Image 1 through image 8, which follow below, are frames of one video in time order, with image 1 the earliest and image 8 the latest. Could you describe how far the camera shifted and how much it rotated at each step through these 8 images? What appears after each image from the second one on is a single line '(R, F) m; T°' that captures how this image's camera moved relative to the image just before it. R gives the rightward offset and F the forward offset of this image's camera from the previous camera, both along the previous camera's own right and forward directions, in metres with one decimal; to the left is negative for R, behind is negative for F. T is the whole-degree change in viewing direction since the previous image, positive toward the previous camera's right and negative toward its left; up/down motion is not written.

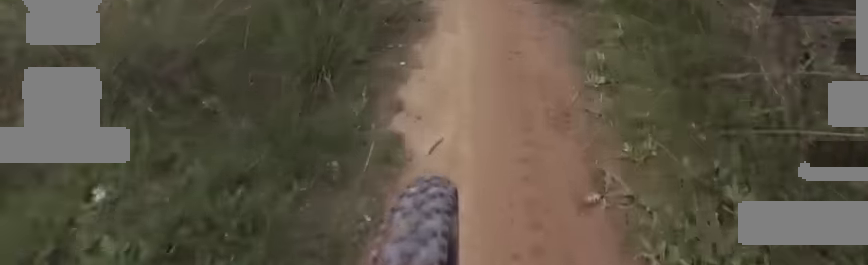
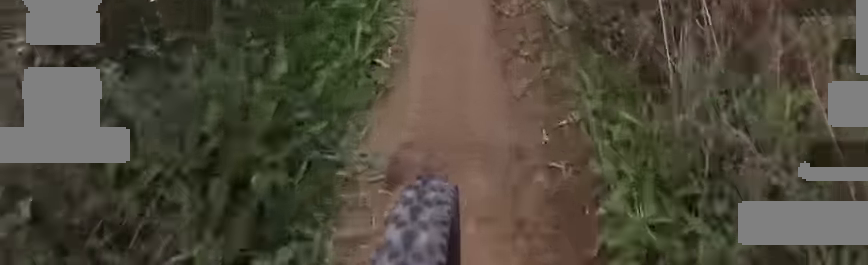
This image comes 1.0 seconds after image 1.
(0.0, +8.8) m; 0°
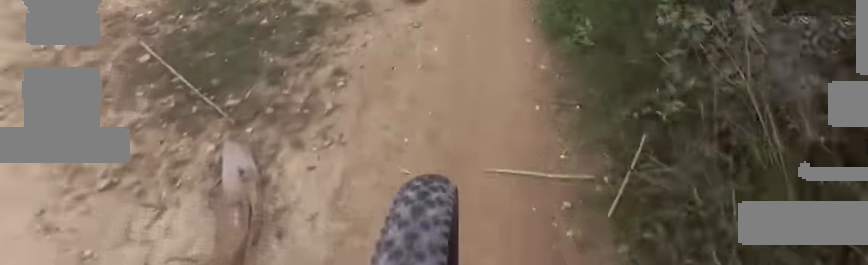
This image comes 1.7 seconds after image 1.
(+0.1, +6.3) m; -2°
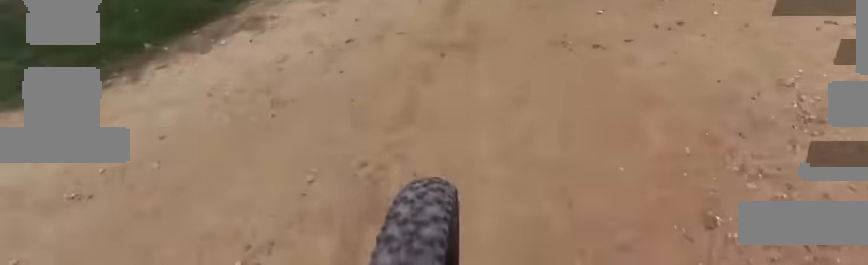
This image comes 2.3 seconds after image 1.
(0.0, +5.0) m; -4°
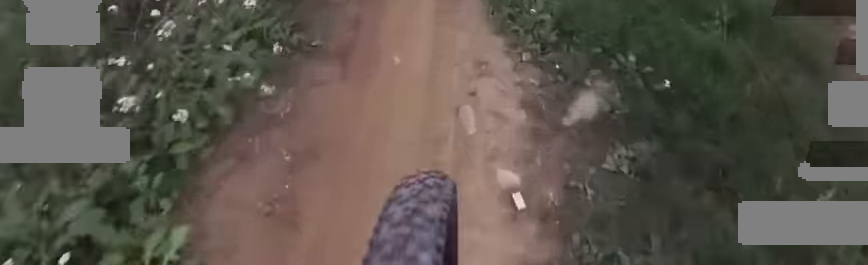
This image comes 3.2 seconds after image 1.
(-0.6, +7.9) m; +4°
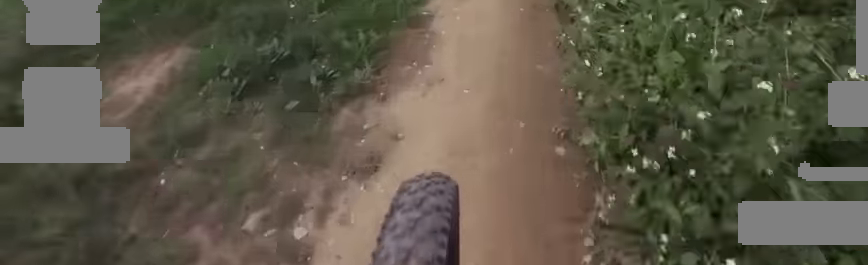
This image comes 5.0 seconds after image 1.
(+0.8, +15.3) m; +2°
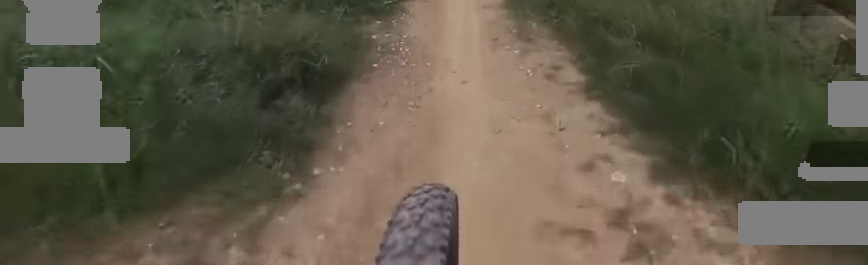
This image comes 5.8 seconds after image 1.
(-0.2, +6.7) m; 0°
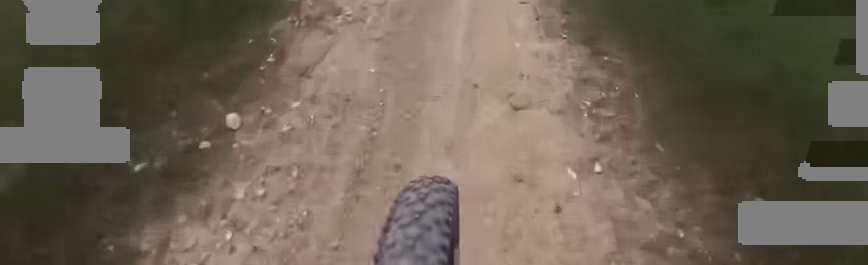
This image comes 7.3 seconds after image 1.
(-0.4, +13.3) m; -6°
